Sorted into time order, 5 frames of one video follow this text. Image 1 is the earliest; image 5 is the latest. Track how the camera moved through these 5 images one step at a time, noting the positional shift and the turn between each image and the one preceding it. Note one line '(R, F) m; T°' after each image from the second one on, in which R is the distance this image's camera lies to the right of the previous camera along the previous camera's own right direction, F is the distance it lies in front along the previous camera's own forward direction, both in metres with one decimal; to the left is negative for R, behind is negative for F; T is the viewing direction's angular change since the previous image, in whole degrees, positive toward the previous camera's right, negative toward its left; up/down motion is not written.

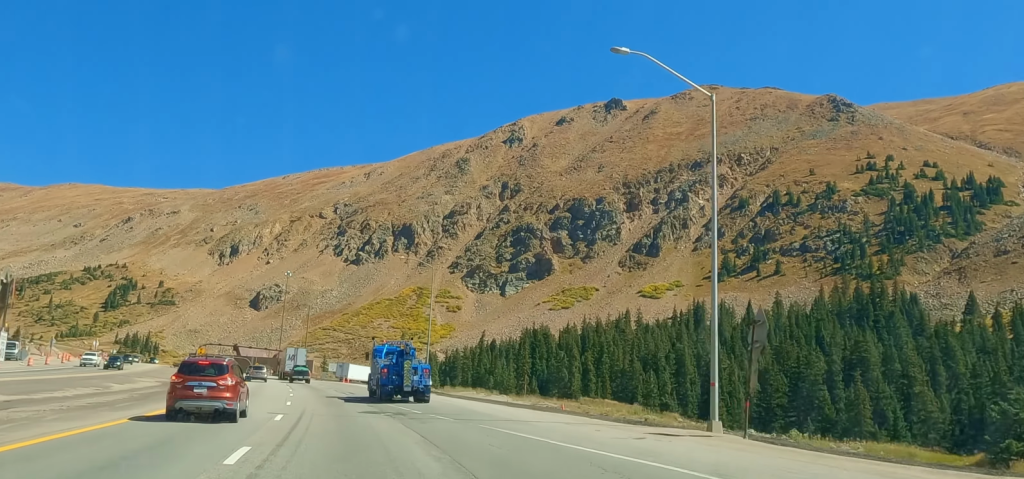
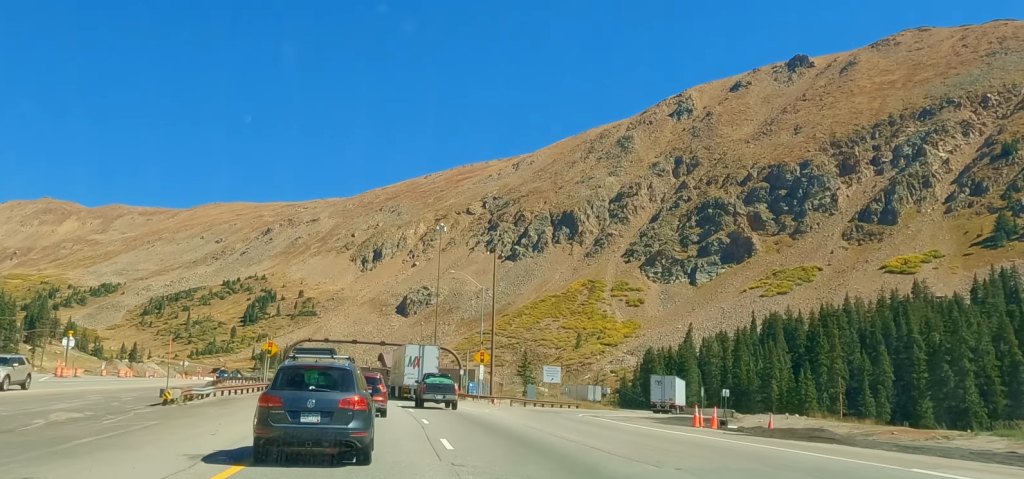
(-8.0, +100.9) m; -8°
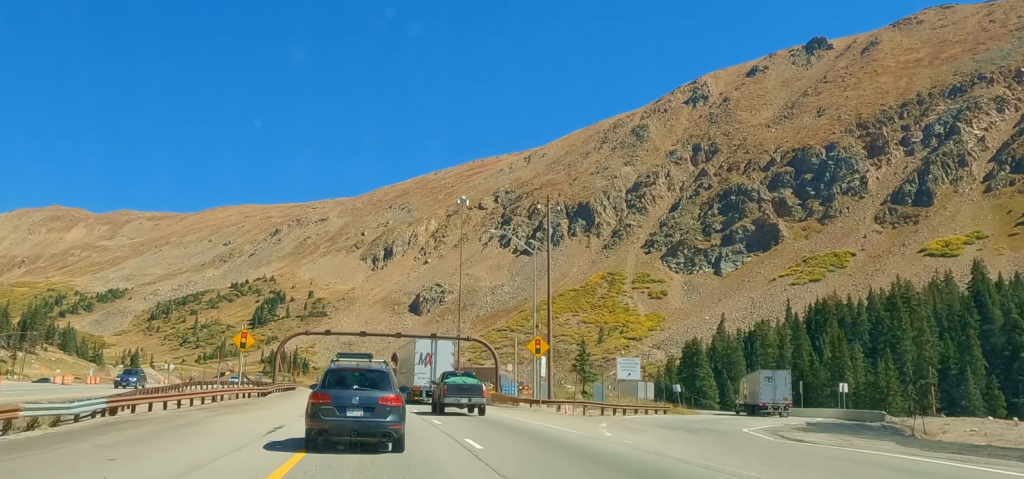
(+0.8, +23.5) m; +1°
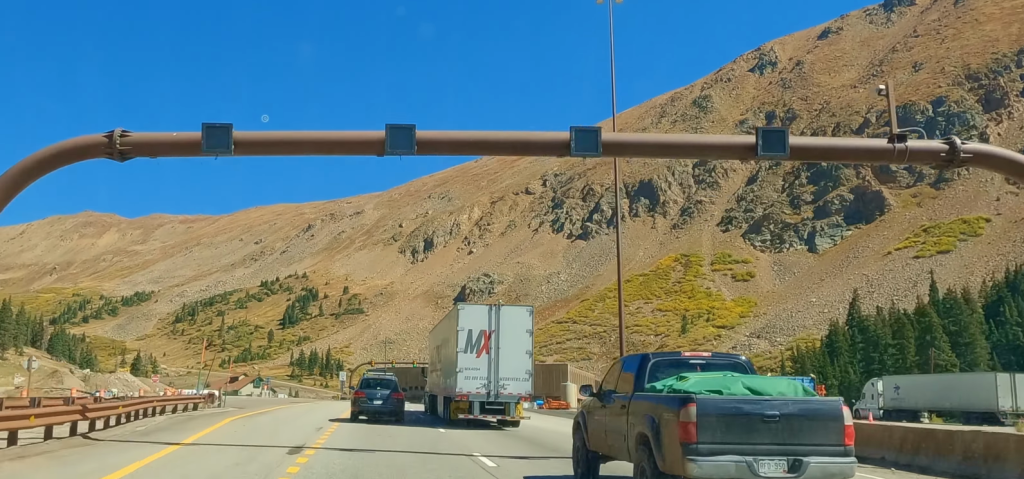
(-3.6, +76.8) m; -4°
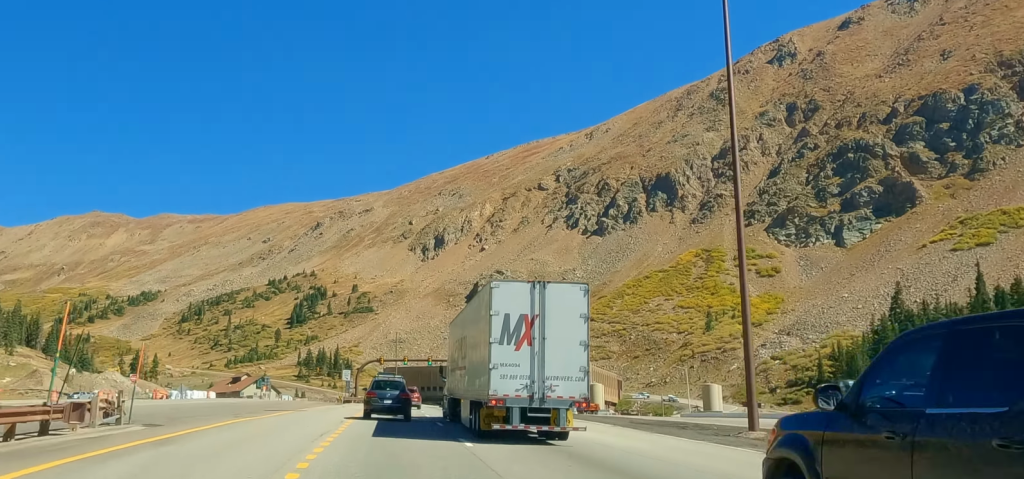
(+0.3, +19.7) m; +1°
